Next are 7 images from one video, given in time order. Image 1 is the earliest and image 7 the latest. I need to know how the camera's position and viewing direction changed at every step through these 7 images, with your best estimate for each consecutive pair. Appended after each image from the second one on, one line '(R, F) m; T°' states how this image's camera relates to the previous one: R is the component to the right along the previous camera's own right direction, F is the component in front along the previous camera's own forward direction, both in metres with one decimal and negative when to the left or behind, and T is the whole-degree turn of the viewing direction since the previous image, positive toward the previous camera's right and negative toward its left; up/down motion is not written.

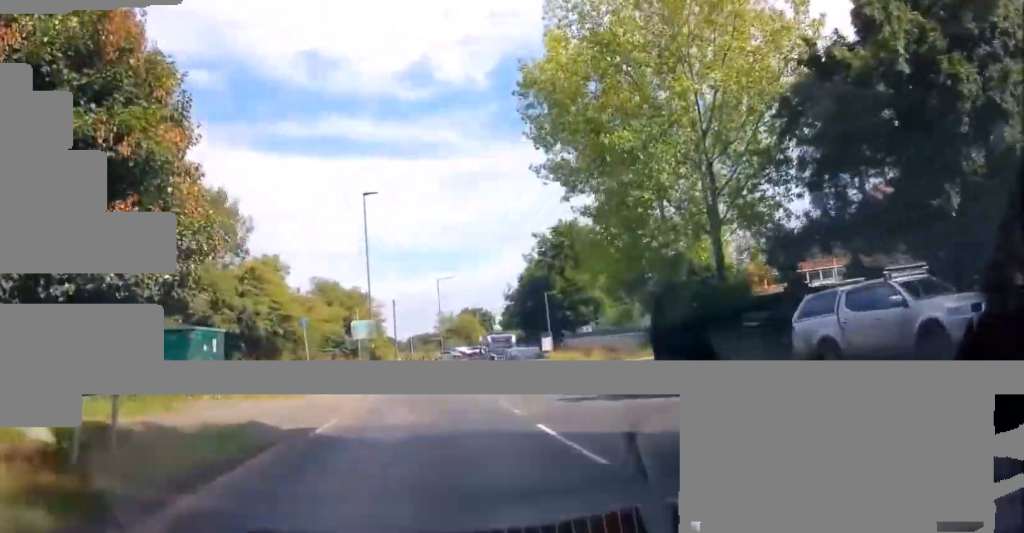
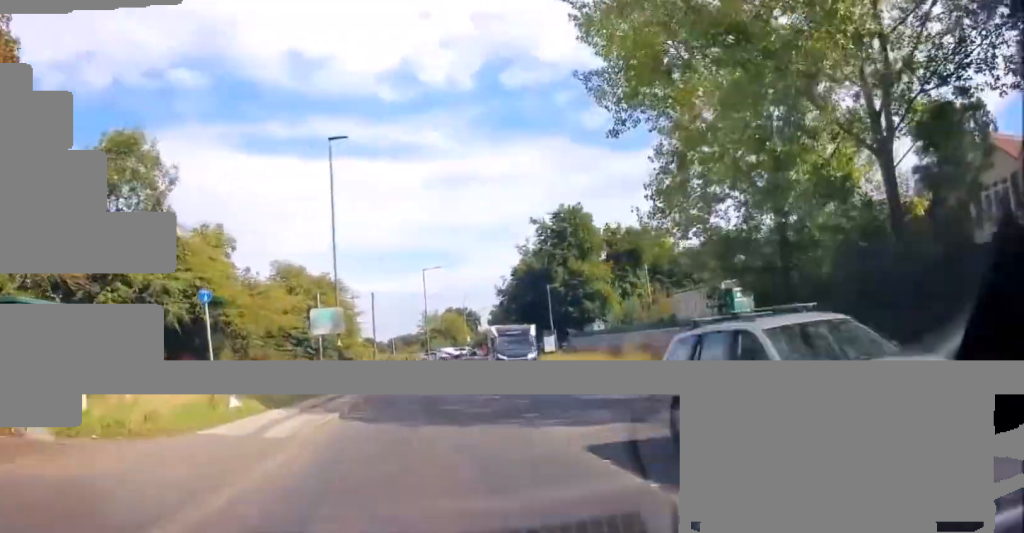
(+0.9, +10.9) m; +4°
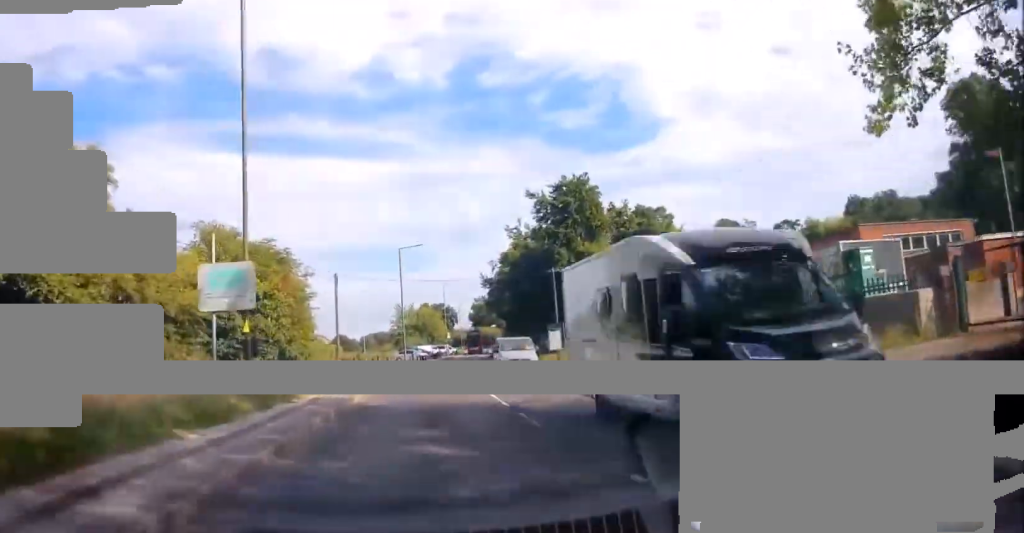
(-0.1, +13.6) m; +2°
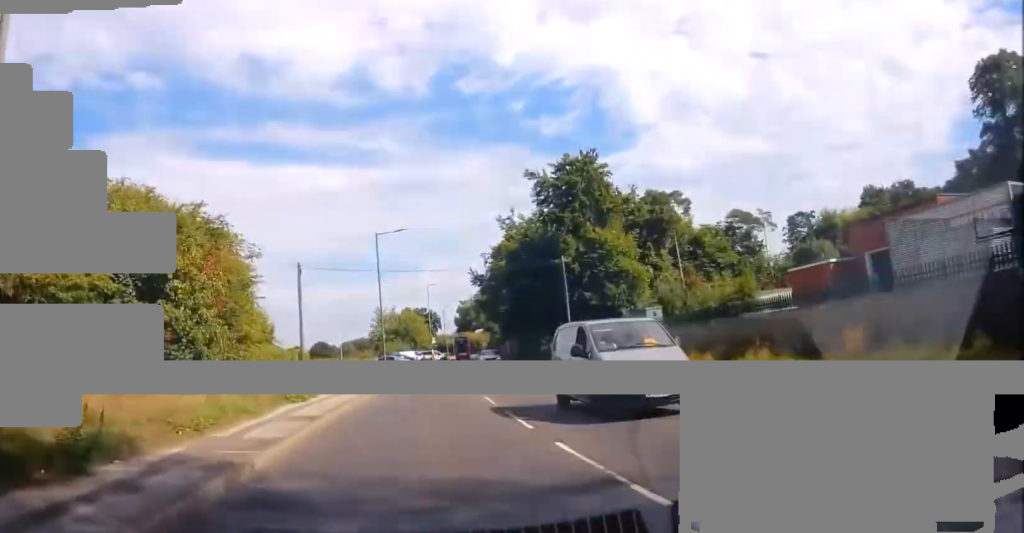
(+0.3, +10.0) m; +2°
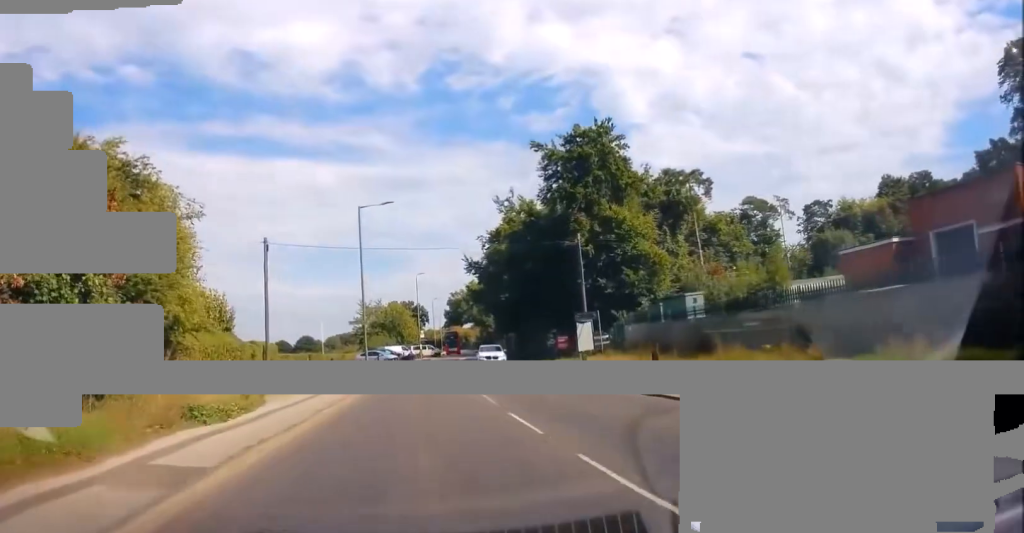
(+0.2, +7.3) m; +2°
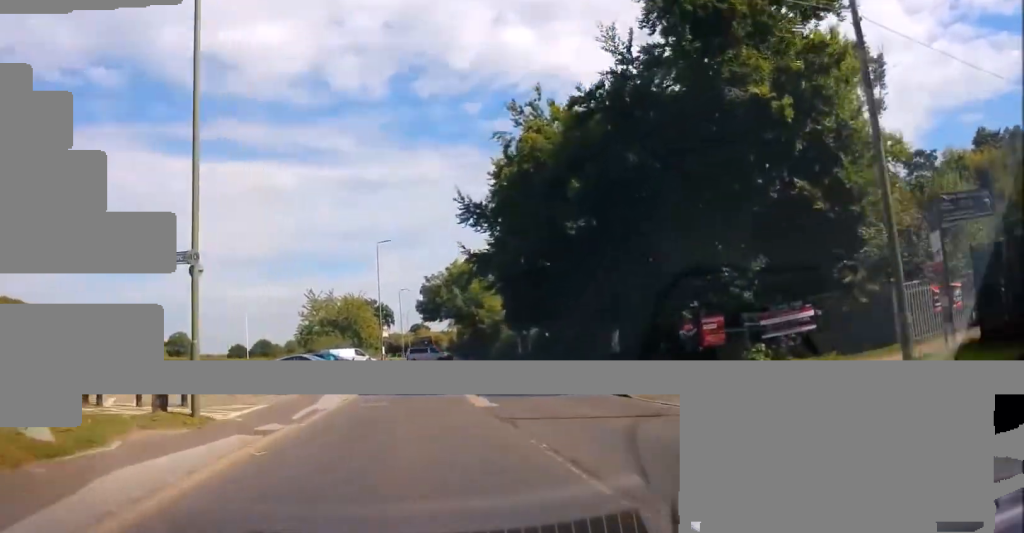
(+1.0, +28.4) m; +2°
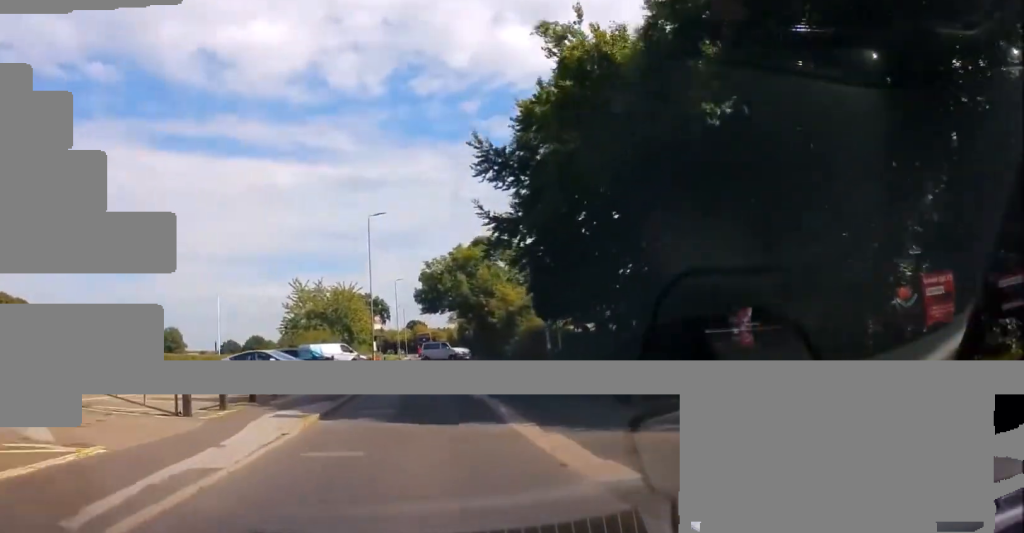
(-0.1, +10.2) m; 0°
